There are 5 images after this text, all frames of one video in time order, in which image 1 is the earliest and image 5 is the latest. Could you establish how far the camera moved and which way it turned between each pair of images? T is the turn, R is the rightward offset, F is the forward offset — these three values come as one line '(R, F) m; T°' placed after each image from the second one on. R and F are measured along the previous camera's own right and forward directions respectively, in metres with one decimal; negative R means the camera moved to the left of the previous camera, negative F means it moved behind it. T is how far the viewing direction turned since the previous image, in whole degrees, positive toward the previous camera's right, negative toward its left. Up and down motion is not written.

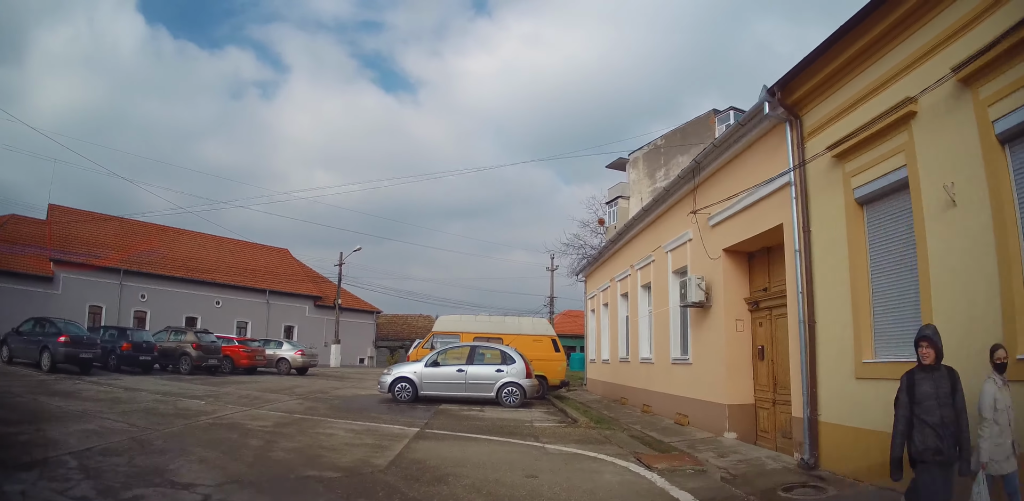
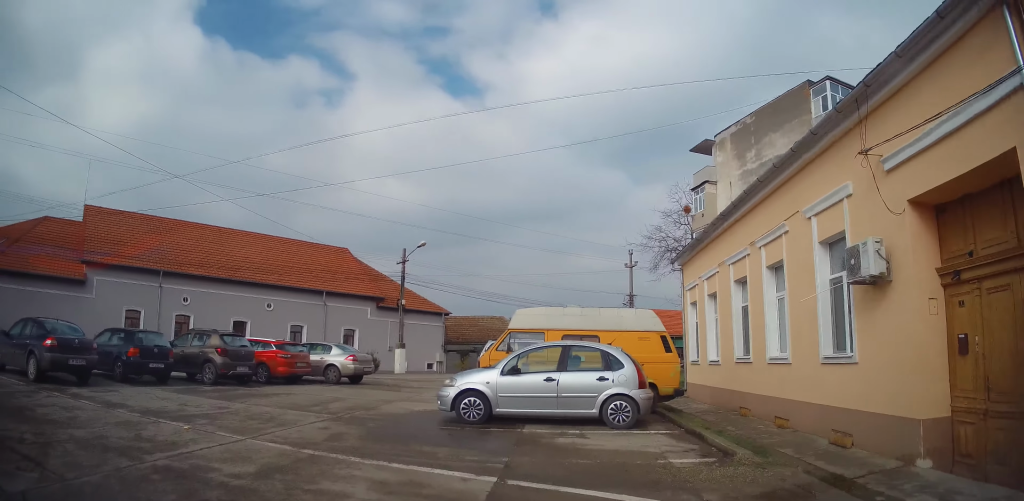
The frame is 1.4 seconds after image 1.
(-0.3, +4.9) m; -7°
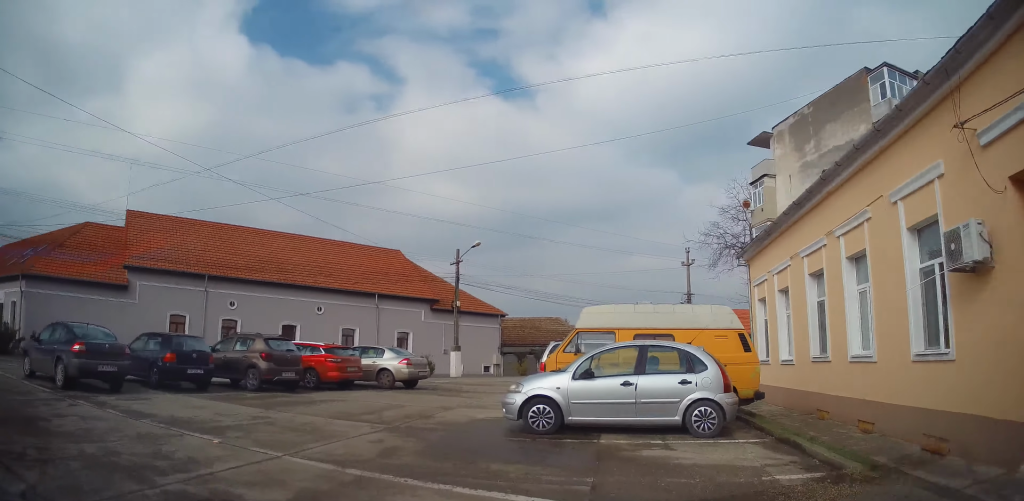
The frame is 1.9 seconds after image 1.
(0.0, +1.2) m; -3°
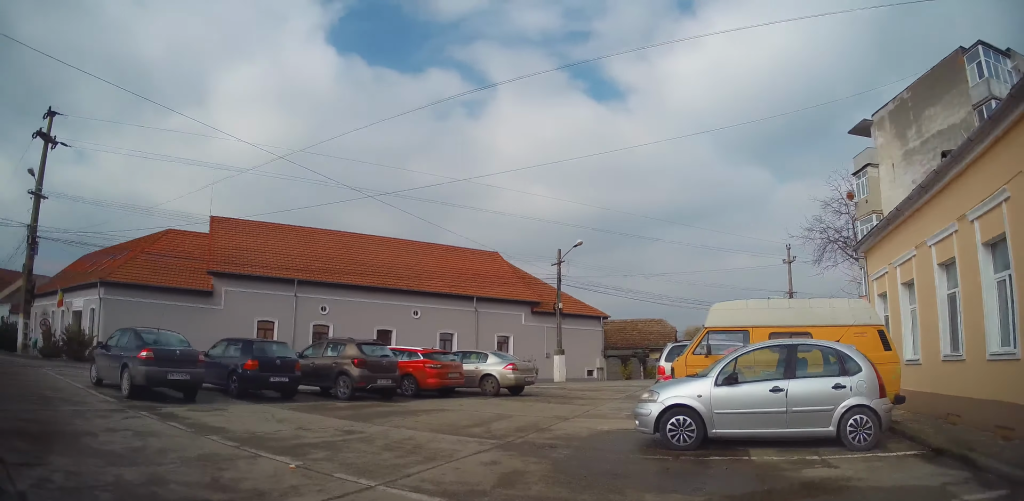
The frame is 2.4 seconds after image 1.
(-0.1, +1.3) m; -10°
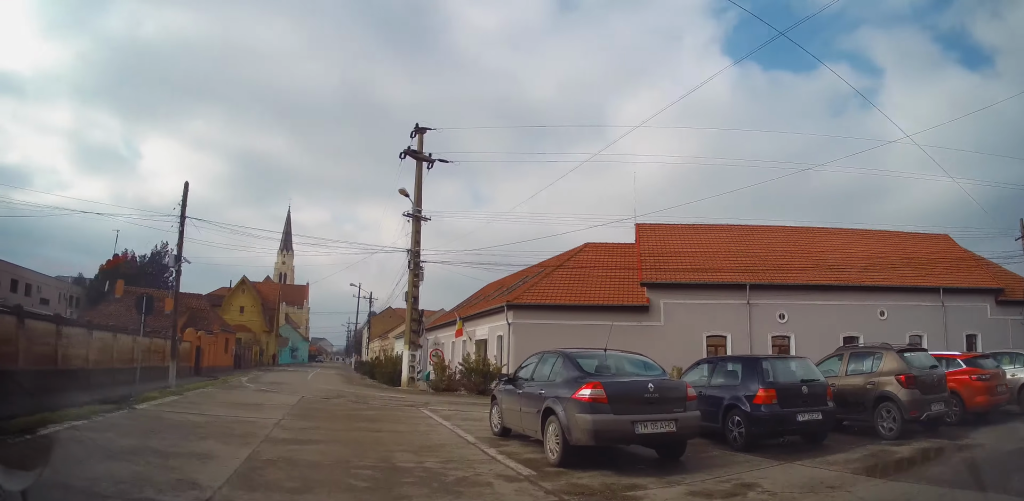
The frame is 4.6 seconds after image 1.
(-1.9, +4.3) m; -46°
